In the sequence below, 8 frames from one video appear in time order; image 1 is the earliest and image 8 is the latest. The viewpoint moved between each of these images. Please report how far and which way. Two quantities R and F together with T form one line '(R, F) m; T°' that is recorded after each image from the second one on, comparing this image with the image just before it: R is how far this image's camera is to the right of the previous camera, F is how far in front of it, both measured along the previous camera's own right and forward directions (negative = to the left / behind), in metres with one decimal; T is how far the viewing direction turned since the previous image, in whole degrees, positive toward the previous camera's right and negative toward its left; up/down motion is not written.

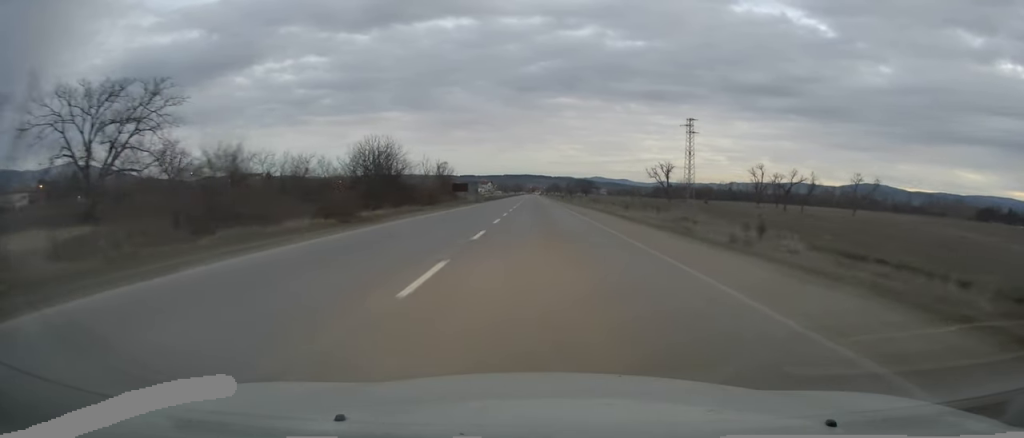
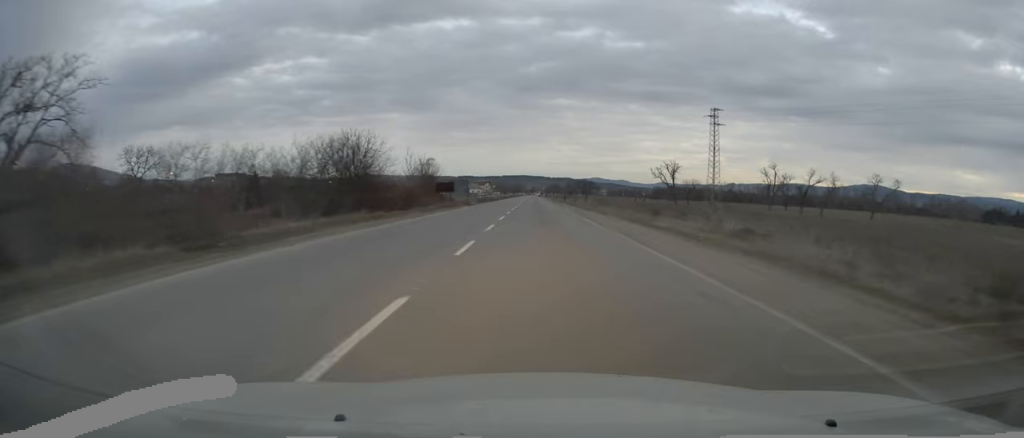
(-0.1, +11.1) m; 0°
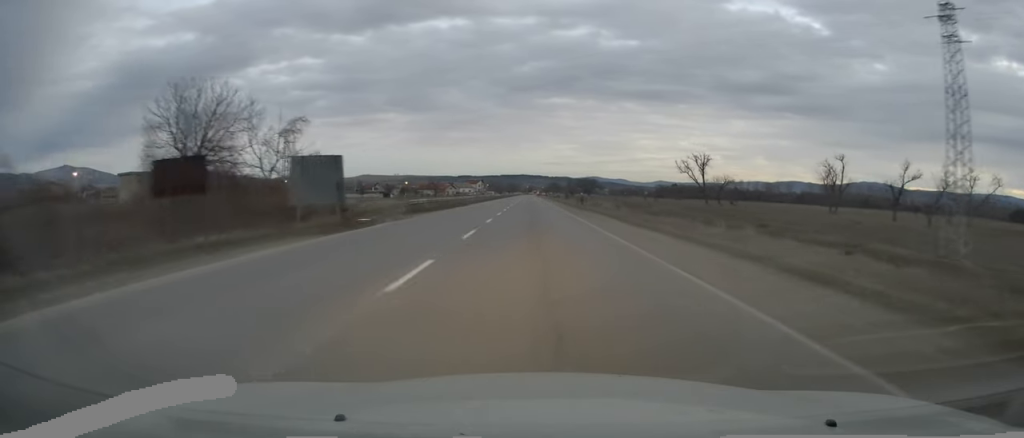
(+0.7, +42.6) m; 0°
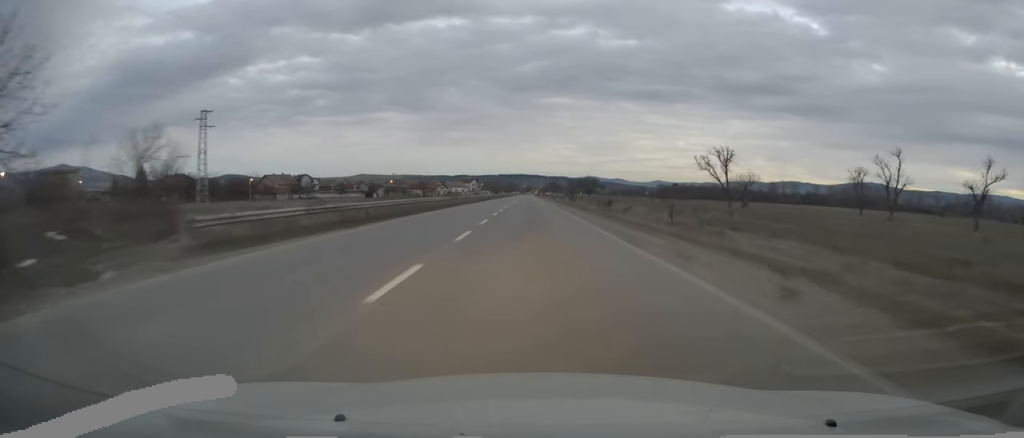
(-0.3, +24.1) m; 0°
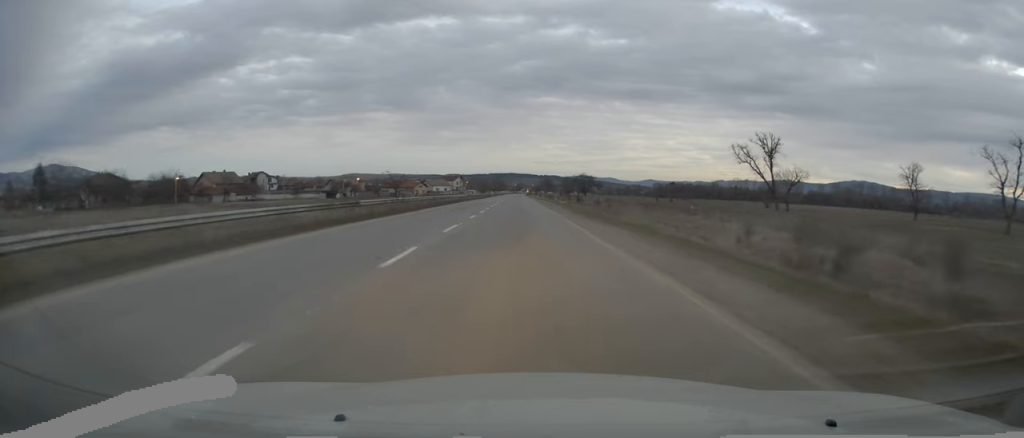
(+0.5, +35.9) m; 0°
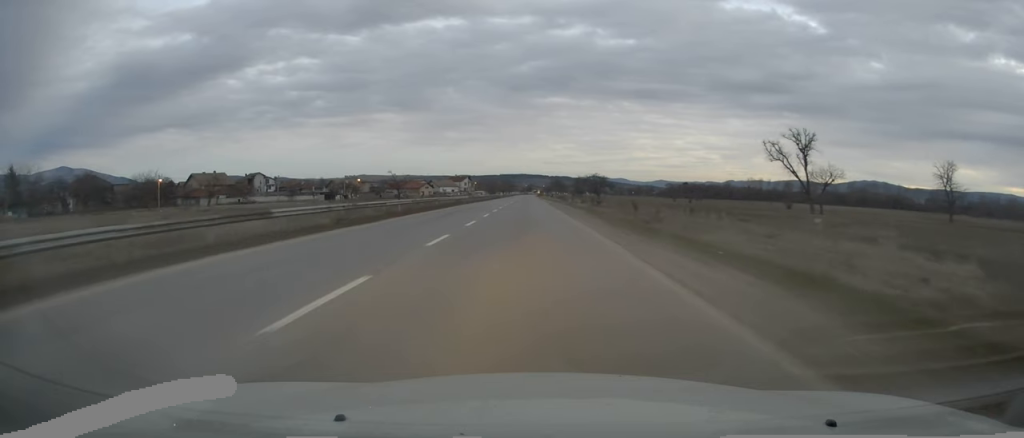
(0.0, +11.6) m; -1°
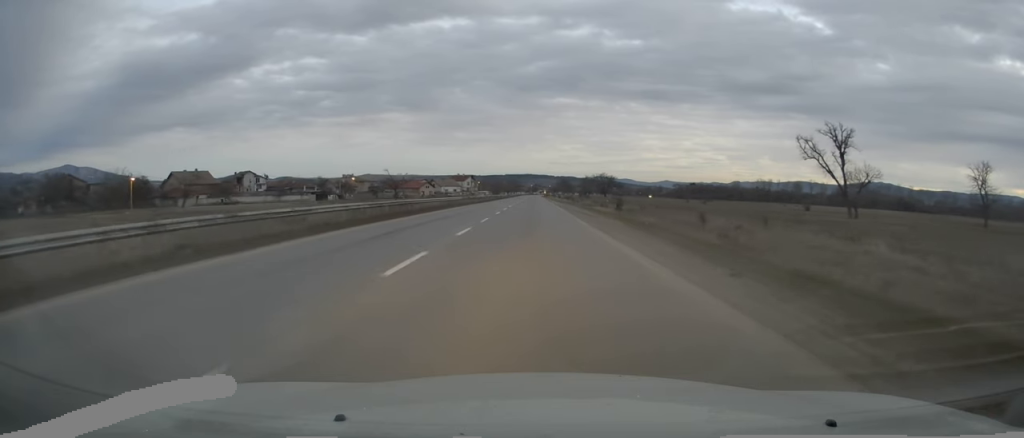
(-0.1, +12.4) m; 0°
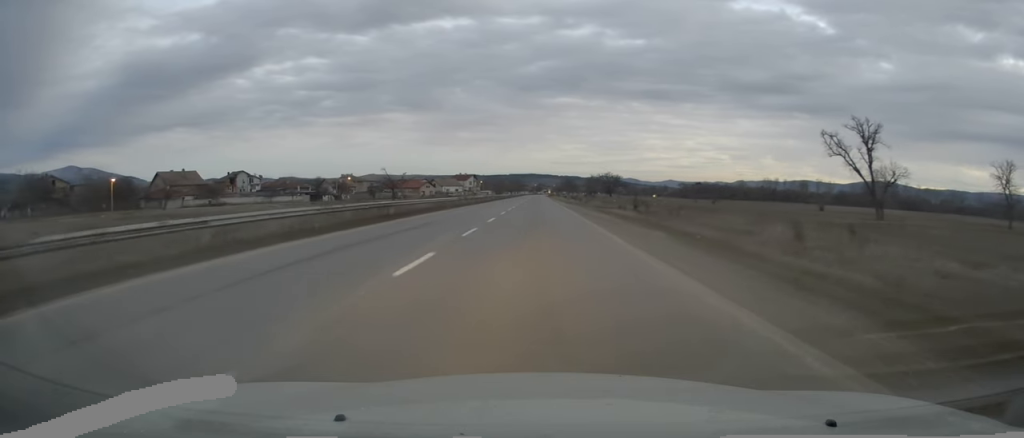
(0.0, +7.8) m; 0°
